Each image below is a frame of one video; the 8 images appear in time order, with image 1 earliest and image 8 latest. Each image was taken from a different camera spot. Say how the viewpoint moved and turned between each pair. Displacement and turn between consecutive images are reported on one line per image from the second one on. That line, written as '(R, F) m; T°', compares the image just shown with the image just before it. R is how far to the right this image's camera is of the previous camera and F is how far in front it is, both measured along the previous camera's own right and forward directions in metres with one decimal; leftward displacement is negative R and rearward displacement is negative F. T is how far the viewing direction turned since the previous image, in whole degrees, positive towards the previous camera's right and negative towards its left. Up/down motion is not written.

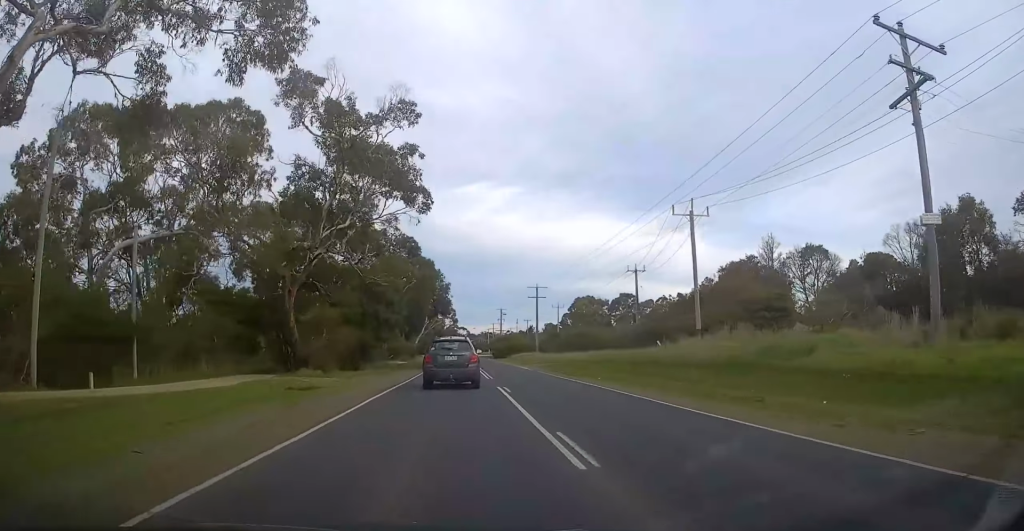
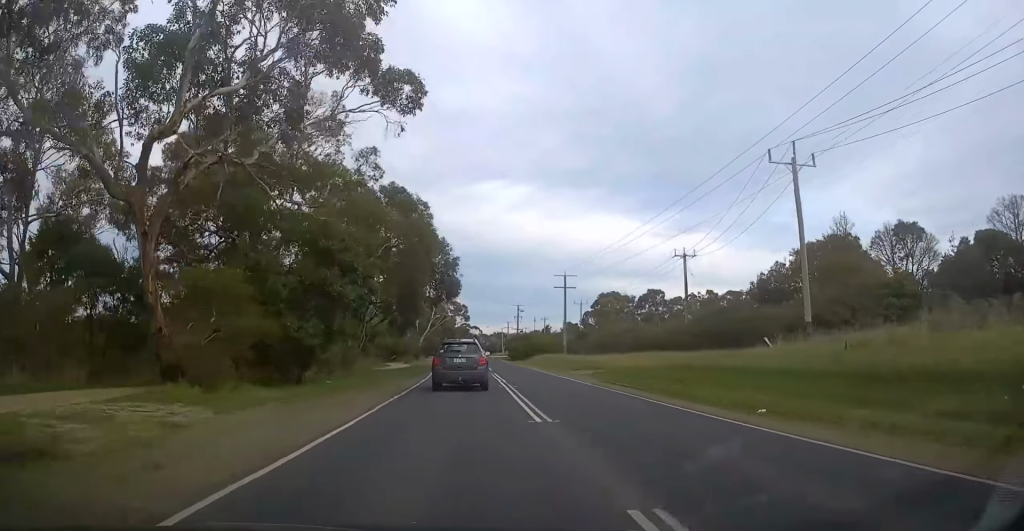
(-0.3, +16.1) m; -1°
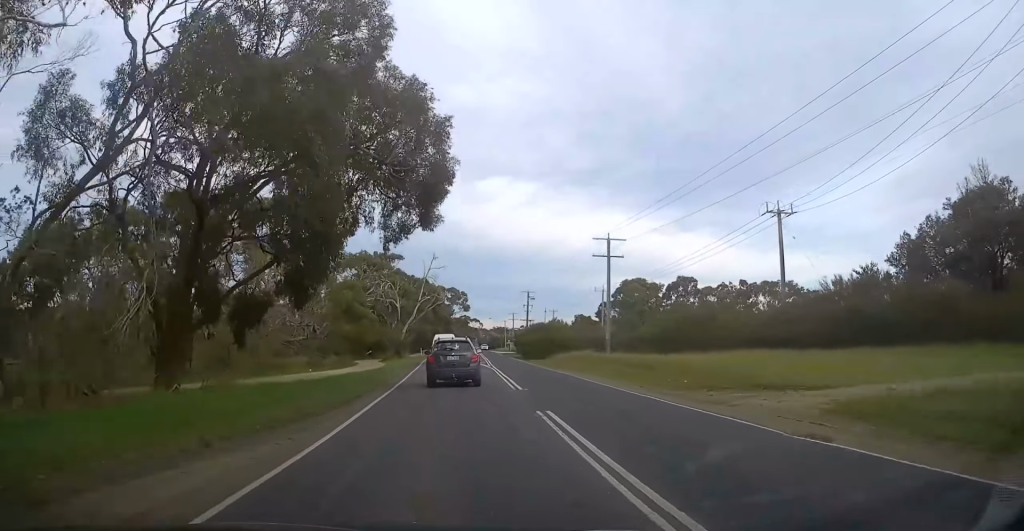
(0.0, +24.7) m; -1°
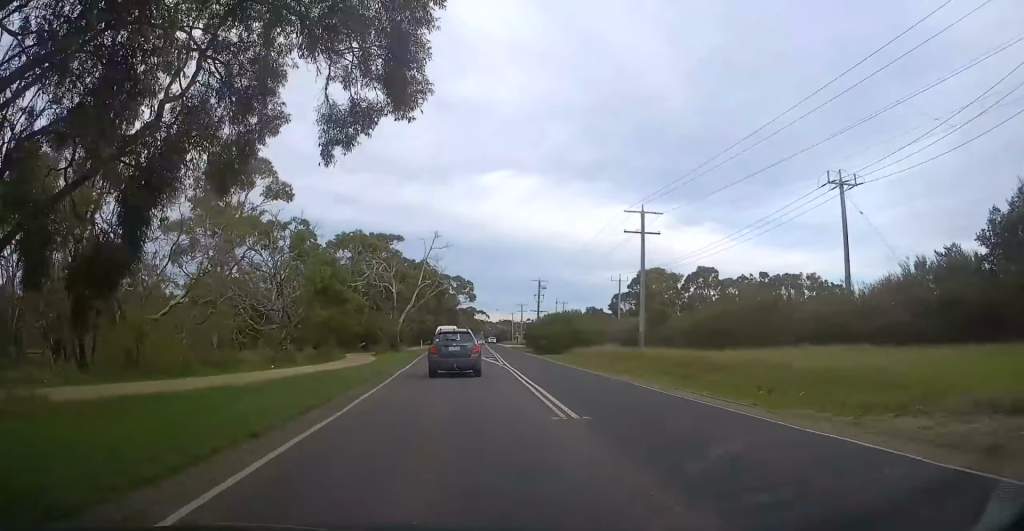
(+0.2, +9.1) m; -1°
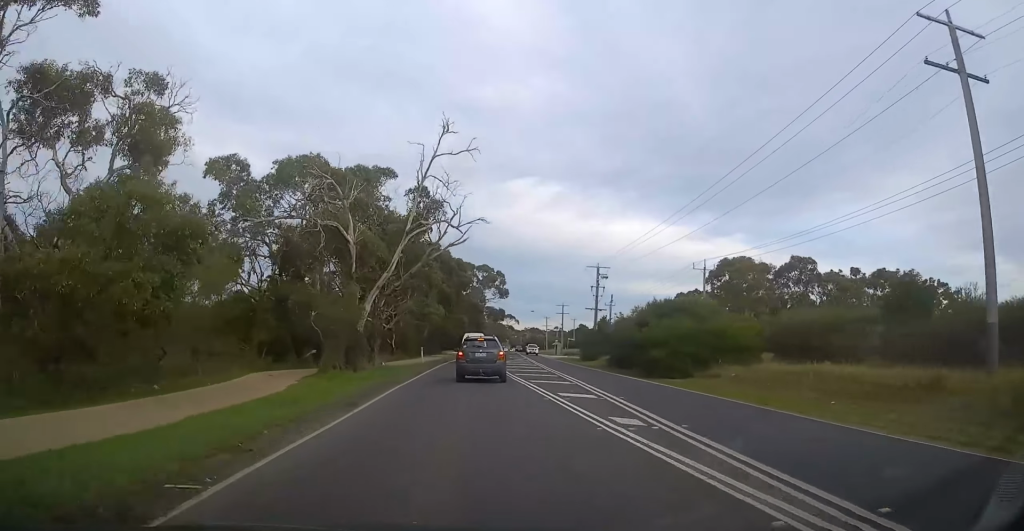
(-0.3, +32.1) m; 0°
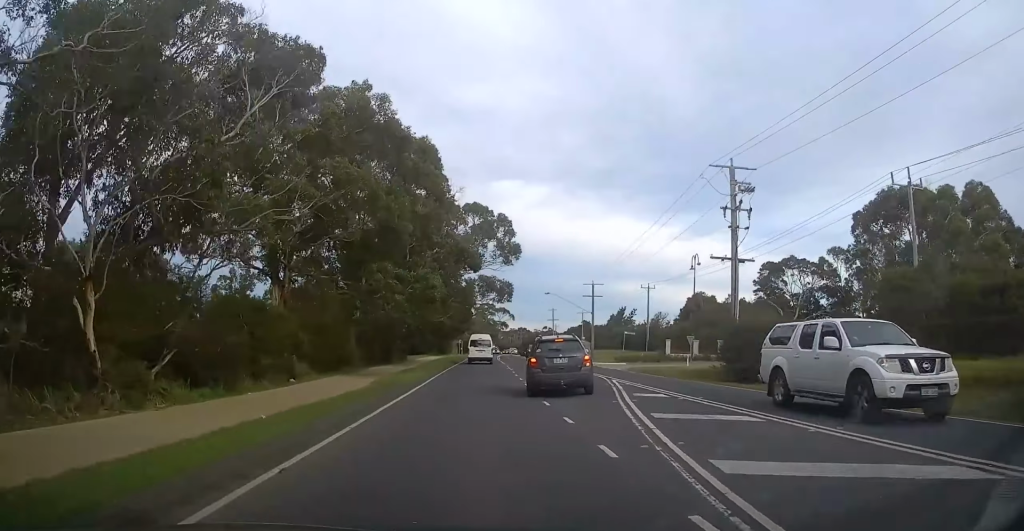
(+0.3, +46.1) m; 0°
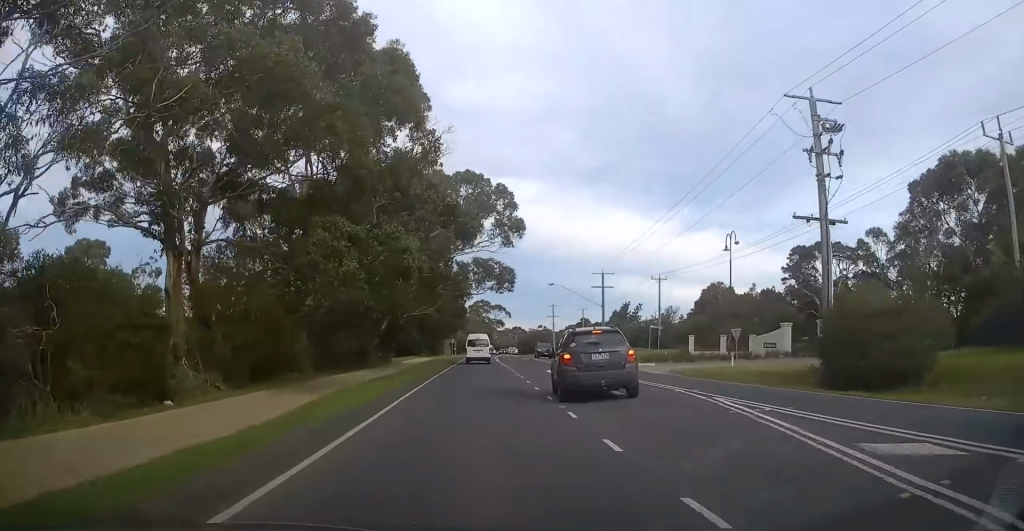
(-0.3, +10.7) m; 0°
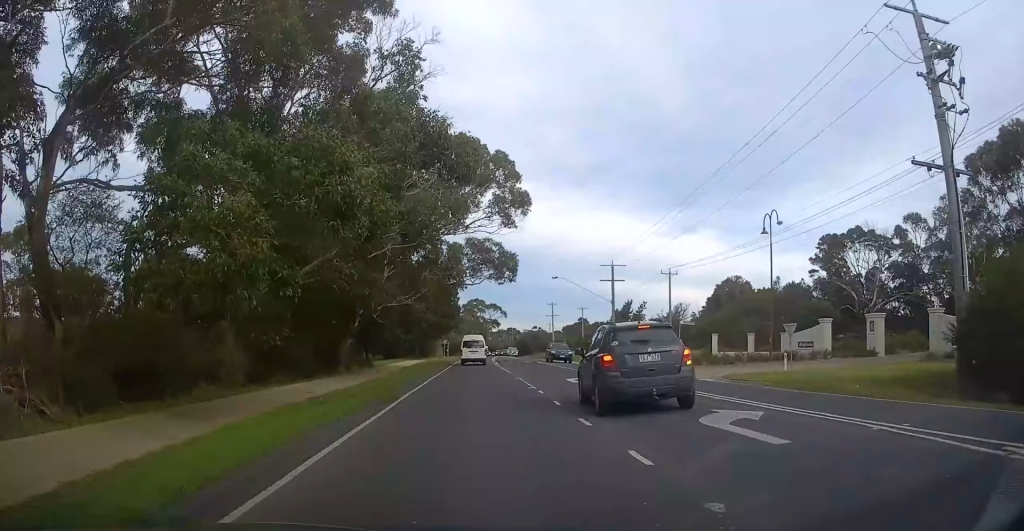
(-0.3, +8.6) m; 0°
